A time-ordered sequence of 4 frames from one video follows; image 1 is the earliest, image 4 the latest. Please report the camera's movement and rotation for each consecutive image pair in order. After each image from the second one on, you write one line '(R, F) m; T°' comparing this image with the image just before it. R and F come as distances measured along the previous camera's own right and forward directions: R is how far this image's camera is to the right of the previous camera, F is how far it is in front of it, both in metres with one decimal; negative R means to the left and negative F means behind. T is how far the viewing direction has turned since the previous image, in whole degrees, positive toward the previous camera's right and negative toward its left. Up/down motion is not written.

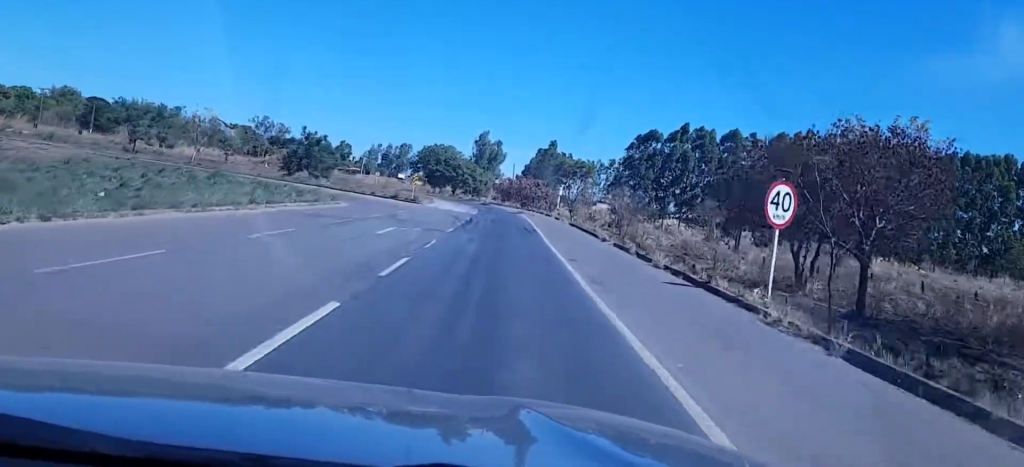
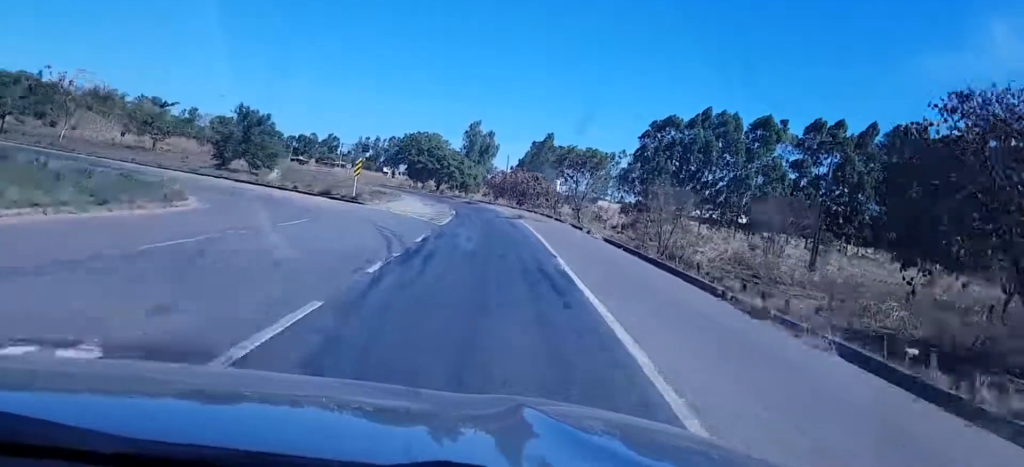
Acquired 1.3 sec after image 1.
(0.0, +23.8) m; -1°
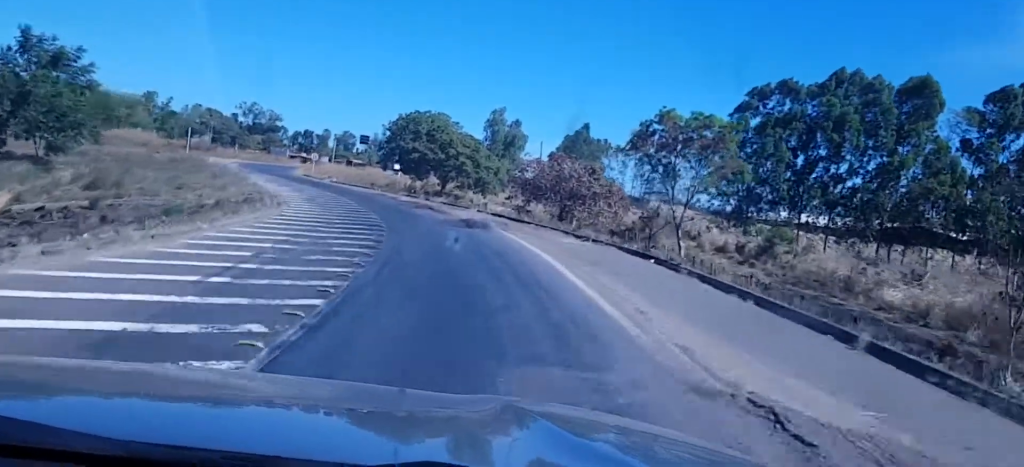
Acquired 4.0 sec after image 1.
(-0.8, +45.2) m; -2°
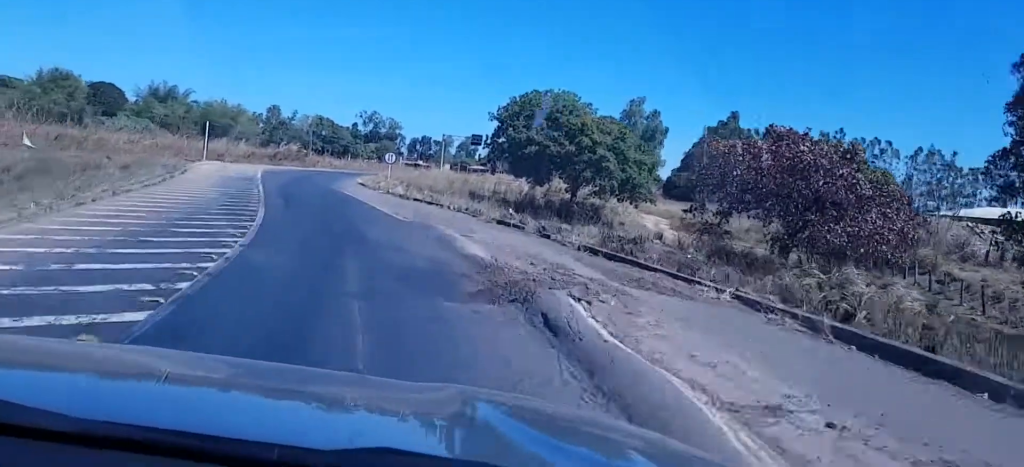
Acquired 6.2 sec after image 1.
(-1.3, +32.1) m; -7°
